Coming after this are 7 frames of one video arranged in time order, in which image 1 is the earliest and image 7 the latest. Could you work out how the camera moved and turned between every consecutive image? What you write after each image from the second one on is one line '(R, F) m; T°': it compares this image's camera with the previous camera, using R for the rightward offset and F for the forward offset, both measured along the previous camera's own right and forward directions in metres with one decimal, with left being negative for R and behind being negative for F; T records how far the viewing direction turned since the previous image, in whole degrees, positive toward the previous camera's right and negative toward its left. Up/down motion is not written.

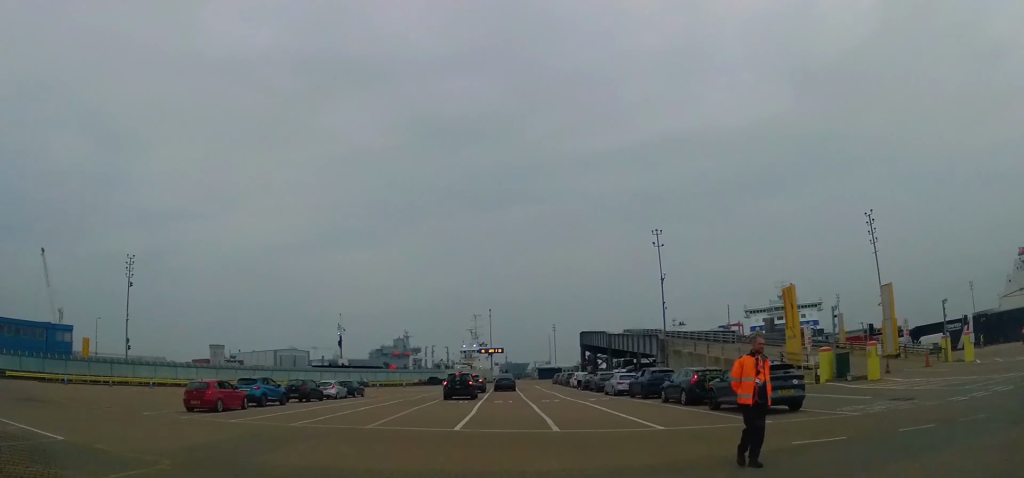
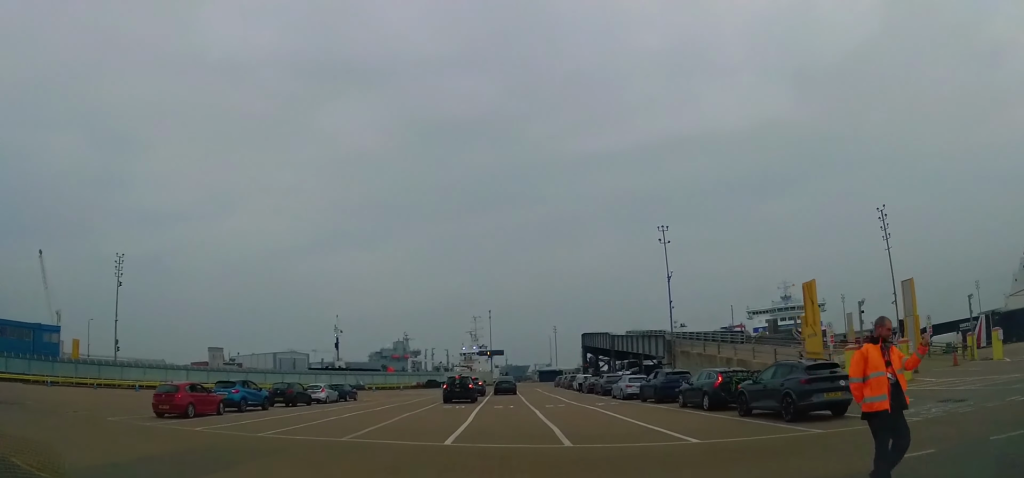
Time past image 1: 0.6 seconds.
(0.0, +2.5) m; 0°
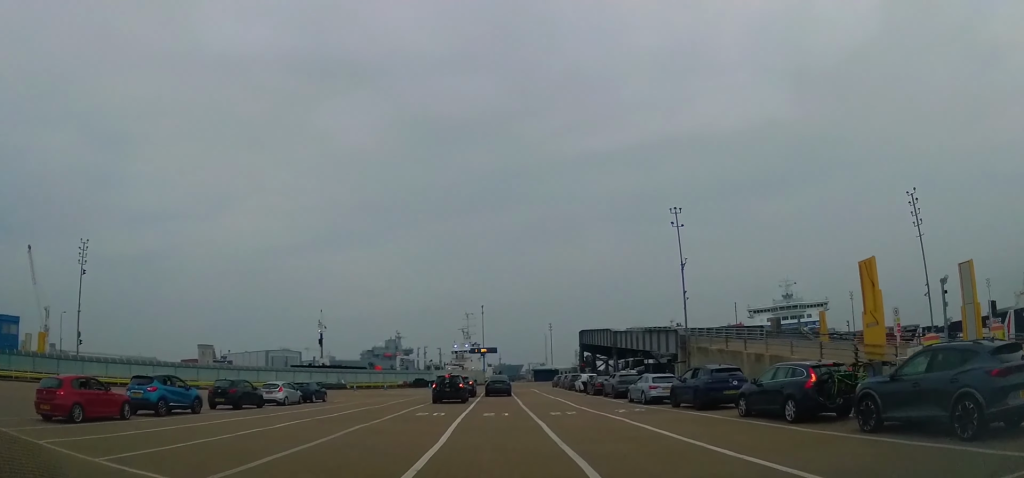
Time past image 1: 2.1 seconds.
(0.0, +6.3) m; 0°
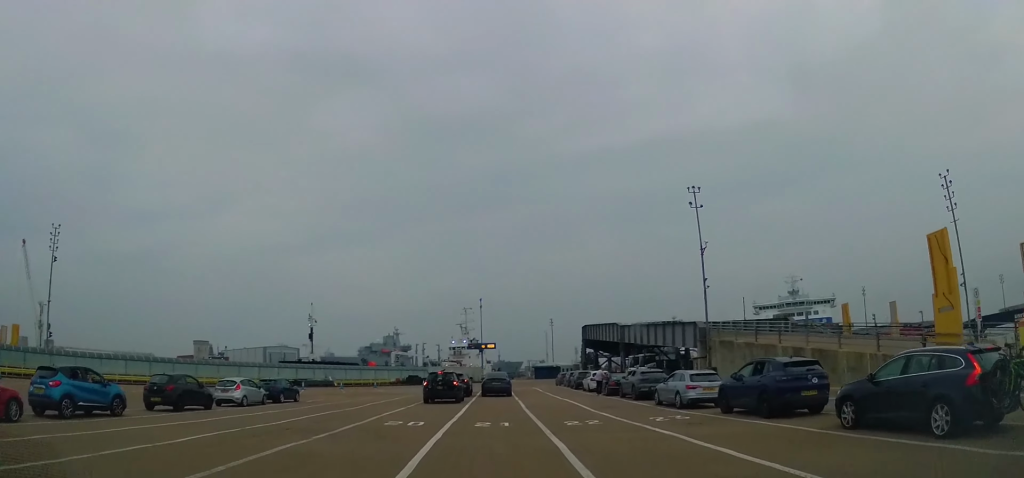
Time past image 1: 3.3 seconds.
(-0.1, +5.2) m; -2°
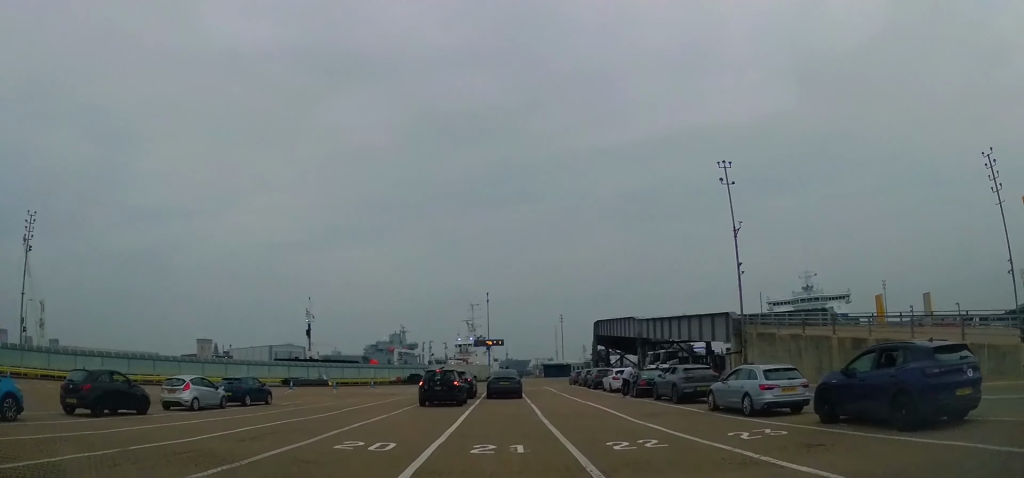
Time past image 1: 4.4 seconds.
(0.0, +5.4) m; 0°
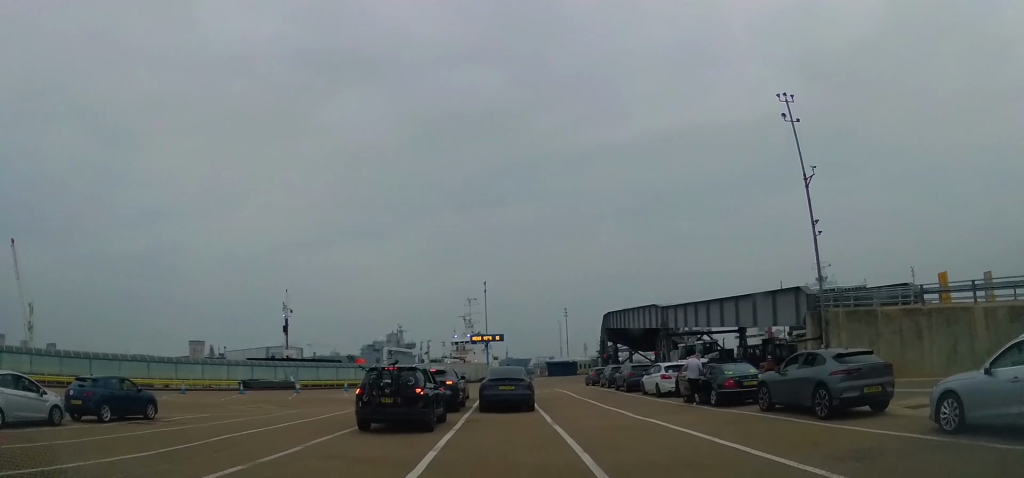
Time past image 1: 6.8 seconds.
(+0.4, +11.0) m; +5°
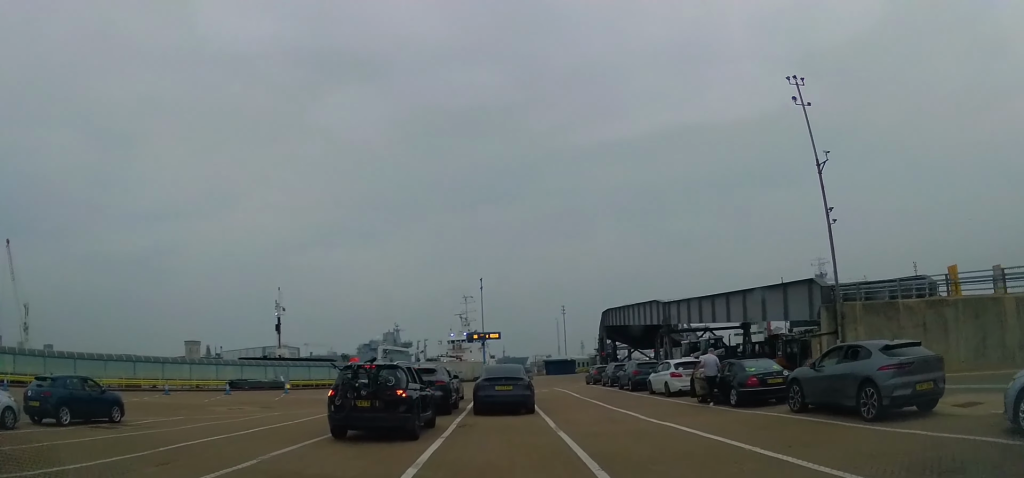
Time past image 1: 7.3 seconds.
(+0.2, +2.0) m; 0°
